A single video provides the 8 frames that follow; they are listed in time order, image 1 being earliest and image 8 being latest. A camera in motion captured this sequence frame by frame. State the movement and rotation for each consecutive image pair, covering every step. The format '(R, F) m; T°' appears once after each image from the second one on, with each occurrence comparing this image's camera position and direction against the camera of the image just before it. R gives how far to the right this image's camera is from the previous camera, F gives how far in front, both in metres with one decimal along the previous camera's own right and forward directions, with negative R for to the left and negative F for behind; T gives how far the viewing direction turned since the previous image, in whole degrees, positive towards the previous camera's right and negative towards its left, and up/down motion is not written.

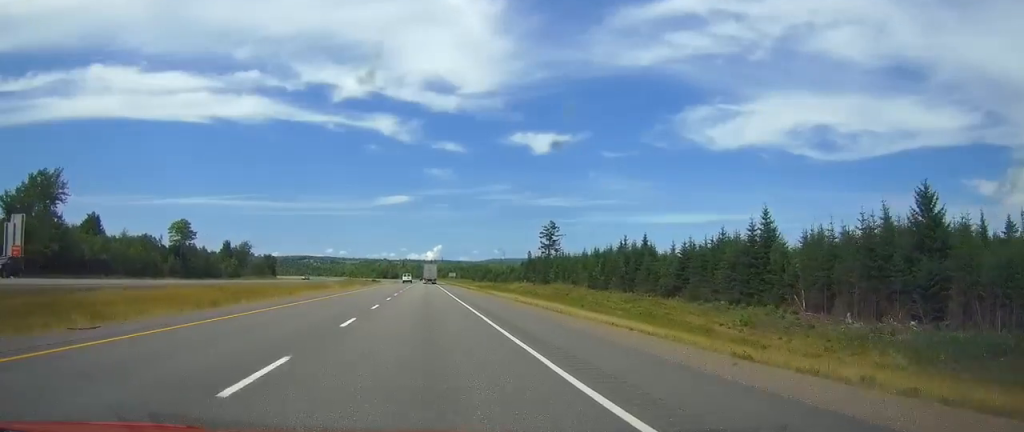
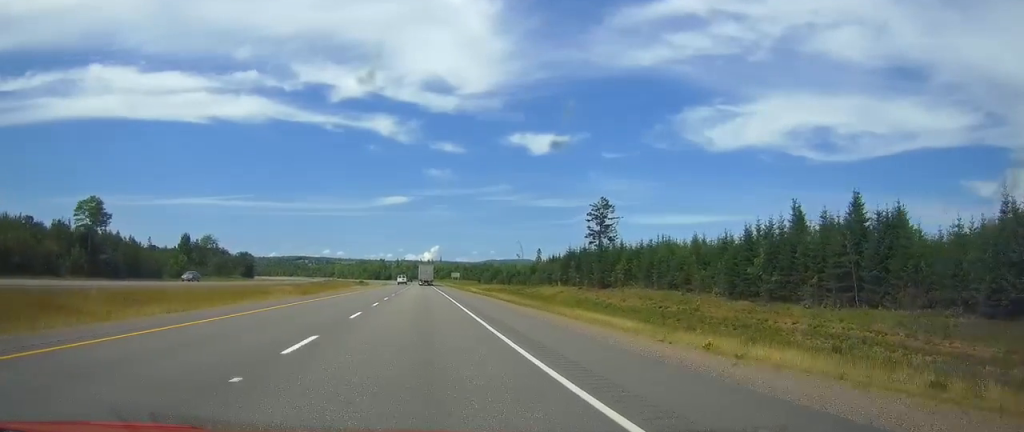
(0.0, +50.6) m; 0°
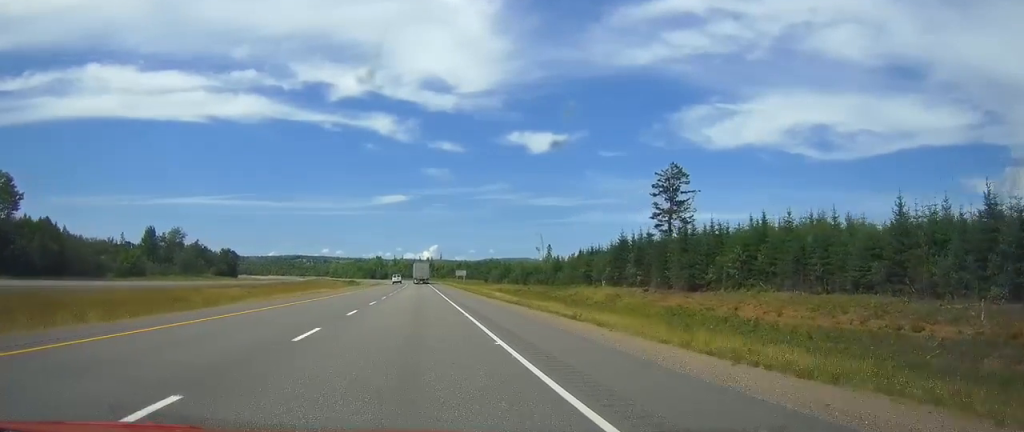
(0.0, +34.0) m; 0°
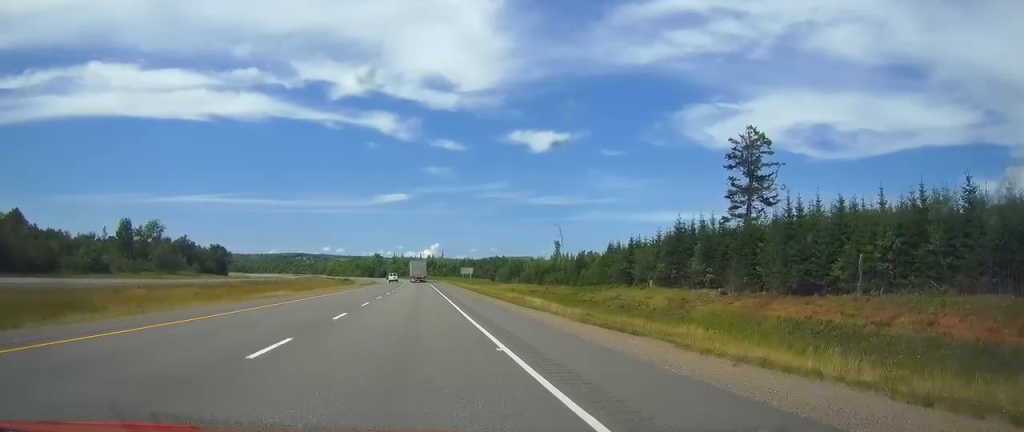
(0.0, +20.8) m; 0°
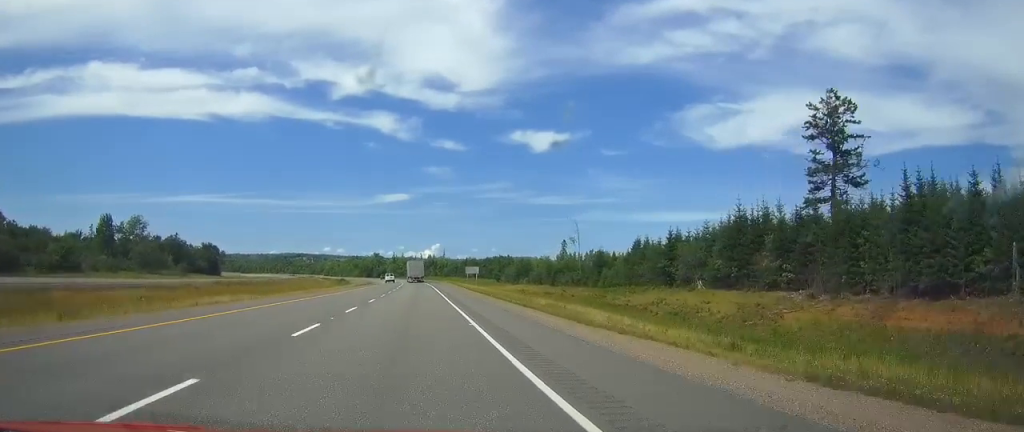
(0.0, +14.2) m; 0°
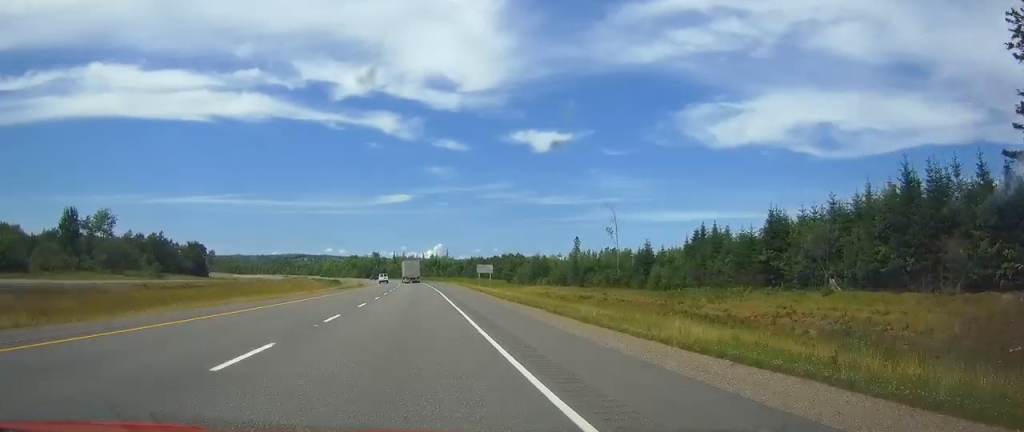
(0.0, +23.0) m; 0°
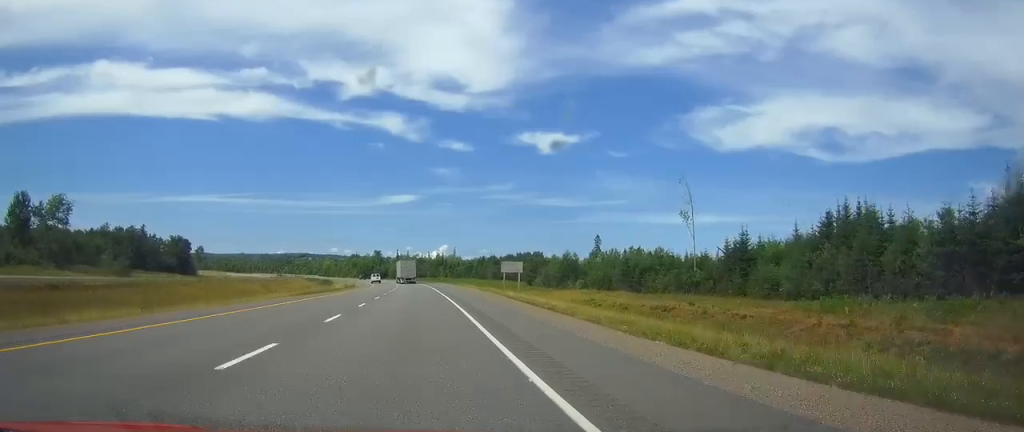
(0.0, +27.3) m; 0°
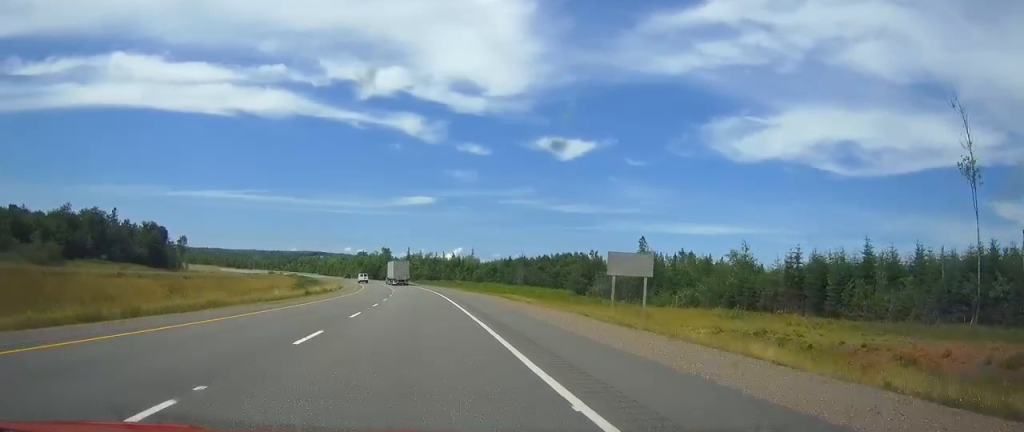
(-0.3, +41.2) m; -2°
